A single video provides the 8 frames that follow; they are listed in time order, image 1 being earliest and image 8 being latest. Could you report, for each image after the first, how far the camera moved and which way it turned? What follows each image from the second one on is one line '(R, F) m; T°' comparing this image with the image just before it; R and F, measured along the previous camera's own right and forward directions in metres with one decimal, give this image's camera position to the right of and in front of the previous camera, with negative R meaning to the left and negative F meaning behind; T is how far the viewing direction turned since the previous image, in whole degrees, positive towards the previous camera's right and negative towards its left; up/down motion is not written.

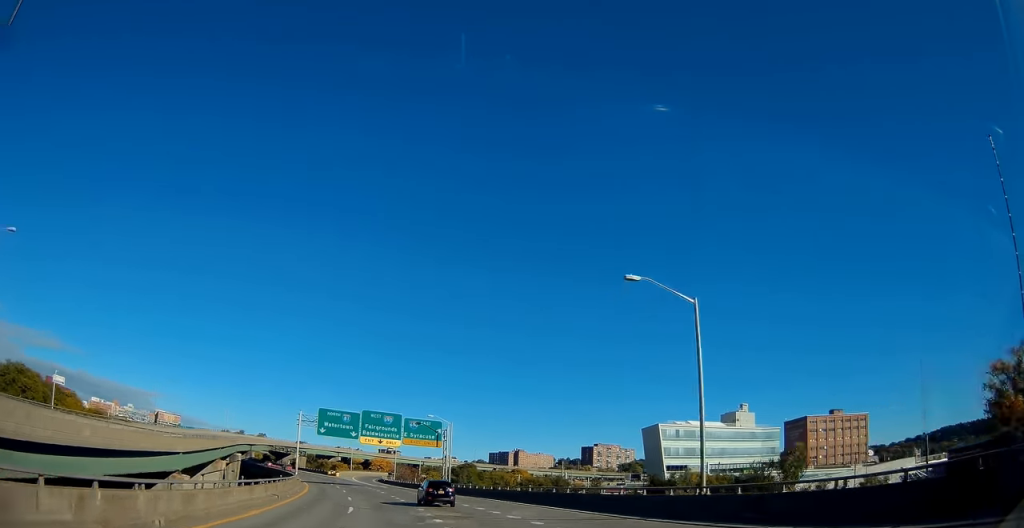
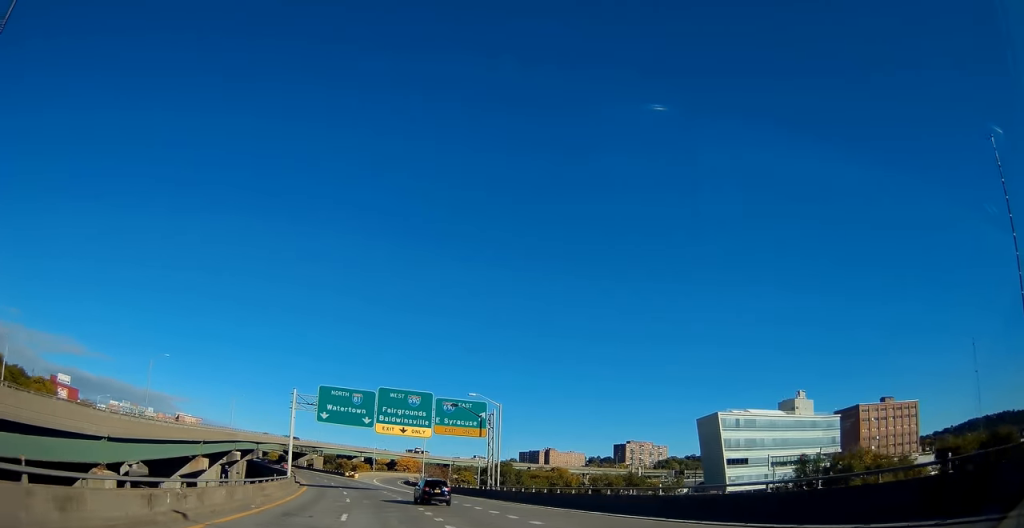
(-0.3, +17.8) m; -2°
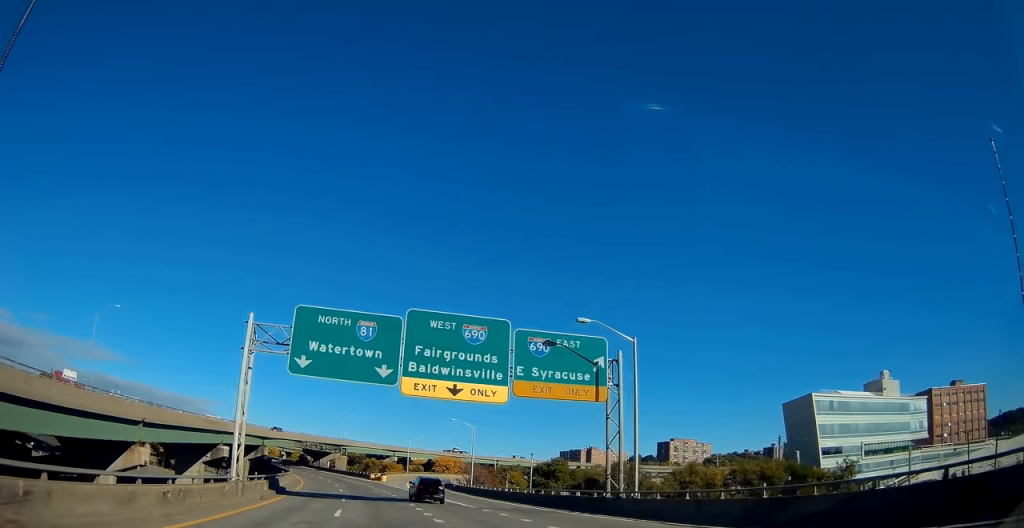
(-0.4, +24.0) m; -3°
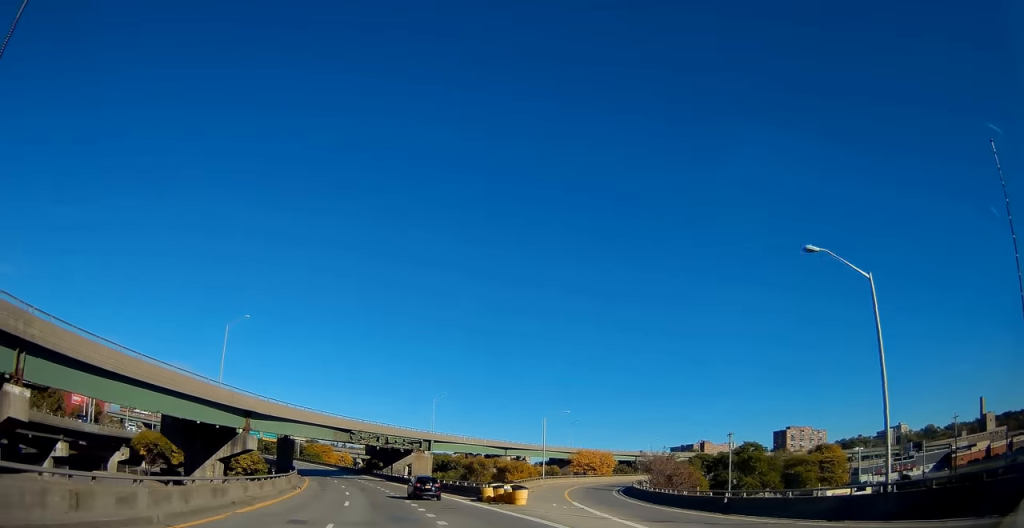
(-4.1, +54.2) m; -10°
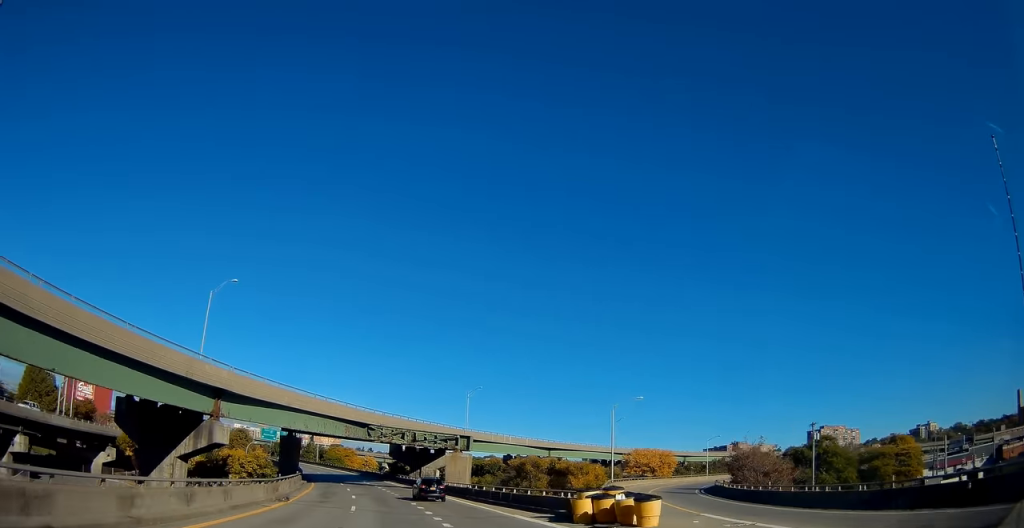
(-0.6, +15.0) m; -3°
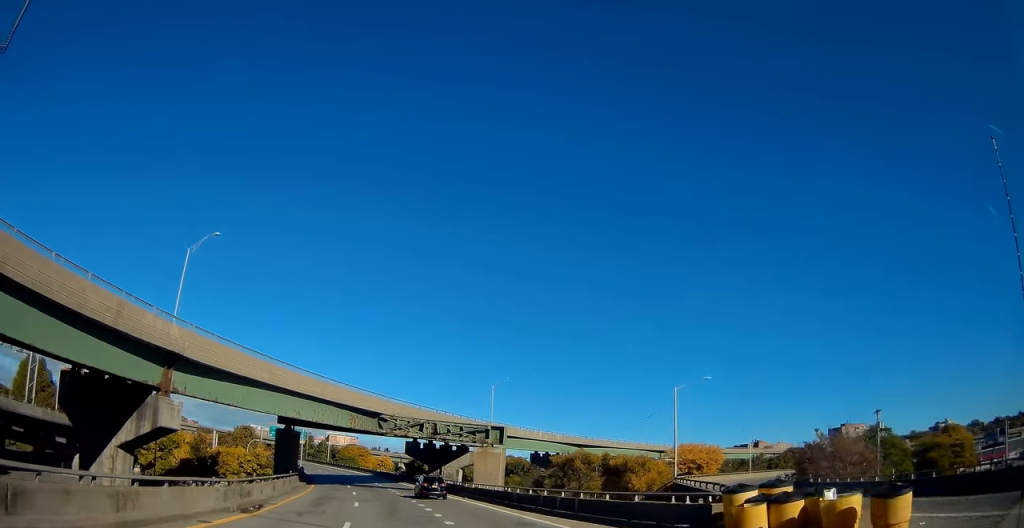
(-0.1, +10.6) m; -2°
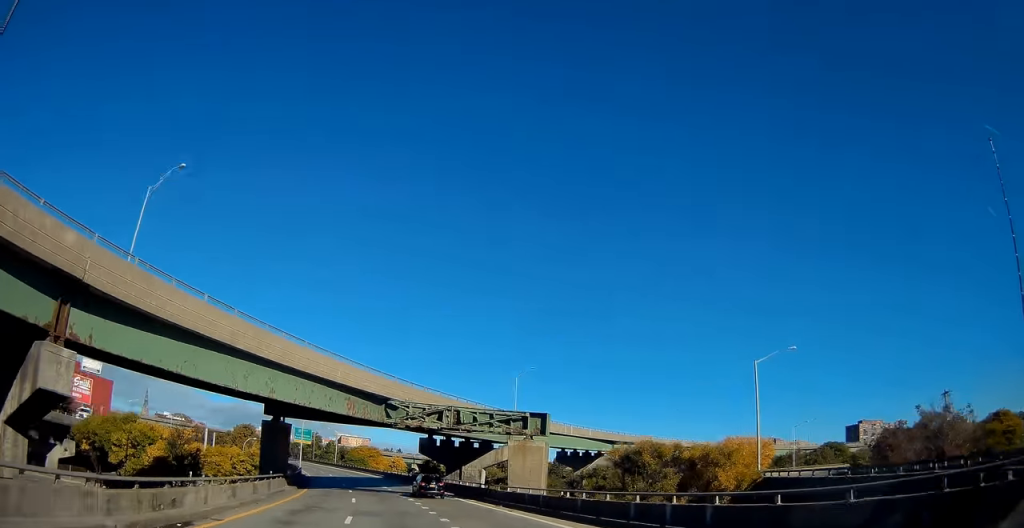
(-0.3, +9.5) m; -1°
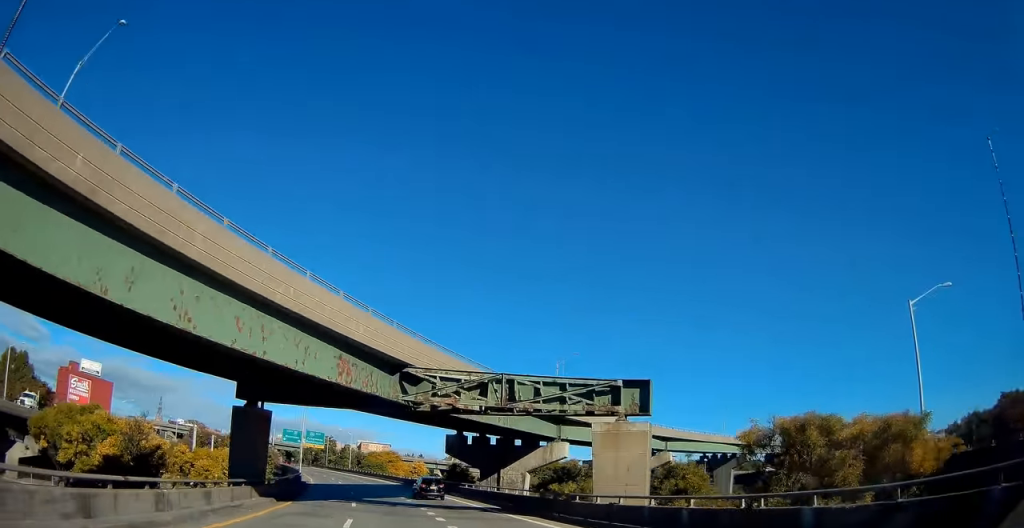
(-0.2, +13.0) m; -2°
